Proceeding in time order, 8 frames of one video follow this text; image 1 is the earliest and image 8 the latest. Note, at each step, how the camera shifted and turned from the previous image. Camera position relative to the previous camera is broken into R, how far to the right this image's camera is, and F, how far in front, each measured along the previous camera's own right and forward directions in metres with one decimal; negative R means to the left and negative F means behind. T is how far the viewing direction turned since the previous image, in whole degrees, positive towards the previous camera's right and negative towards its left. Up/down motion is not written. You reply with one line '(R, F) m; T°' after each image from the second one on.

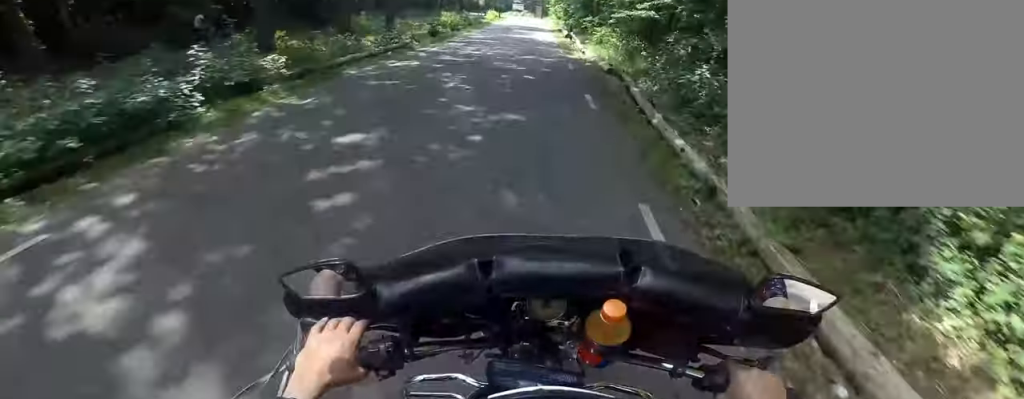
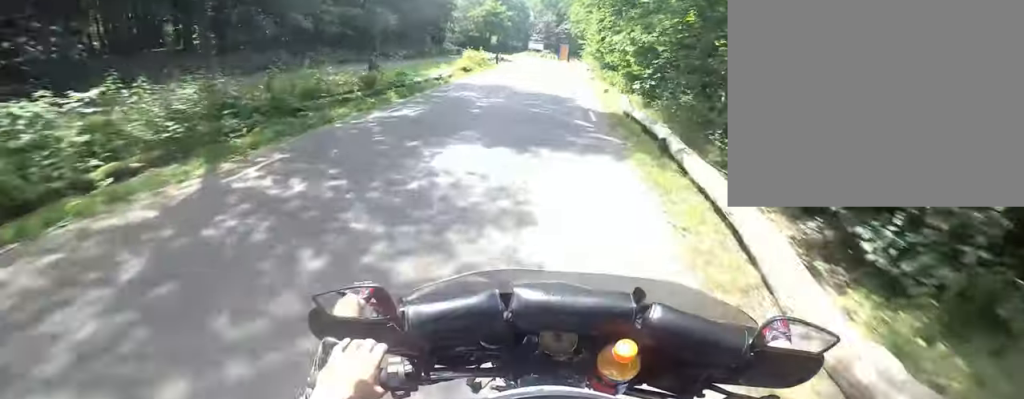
(+1.6, +20.5) m; +7°
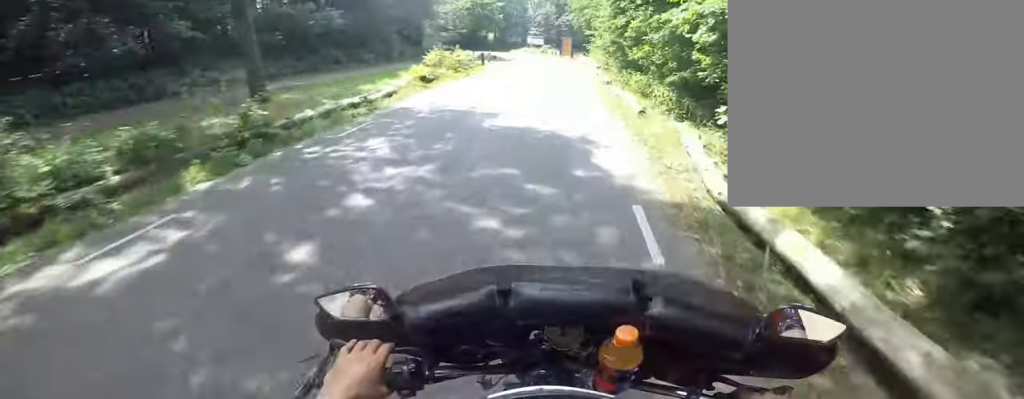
(-0.1, +5.5) m; -1°
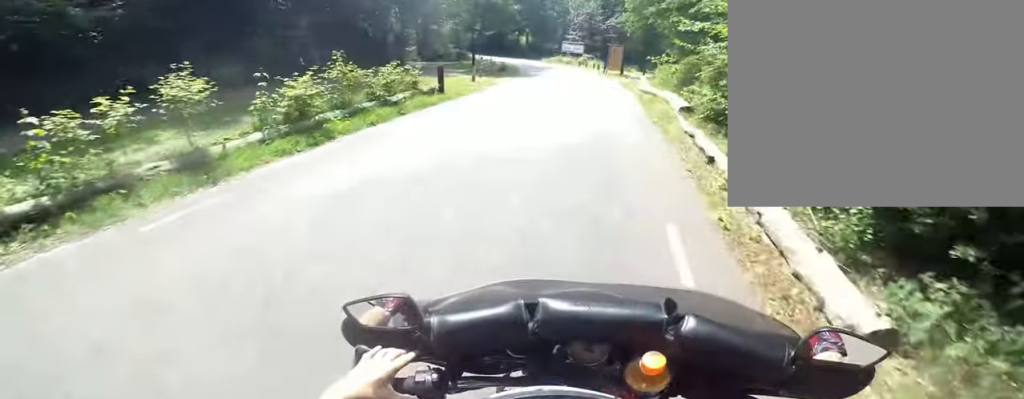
(-0.4, +11.7) m; 0°
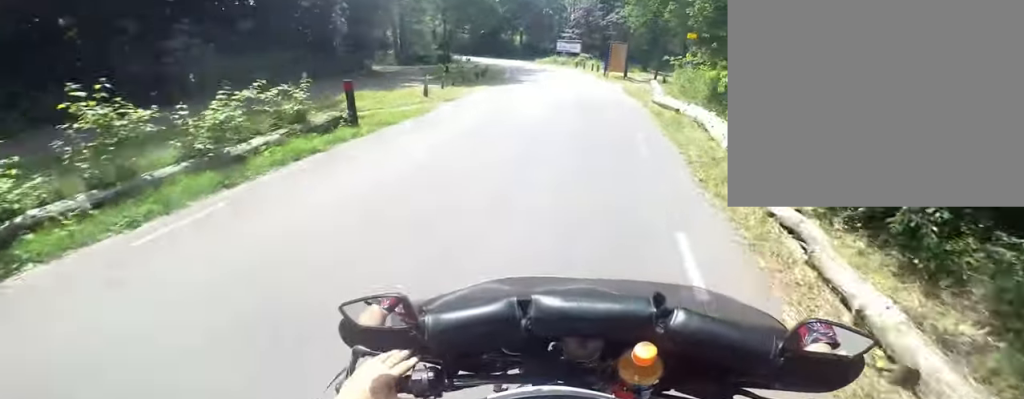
(0.0, +4.3) m; 0°
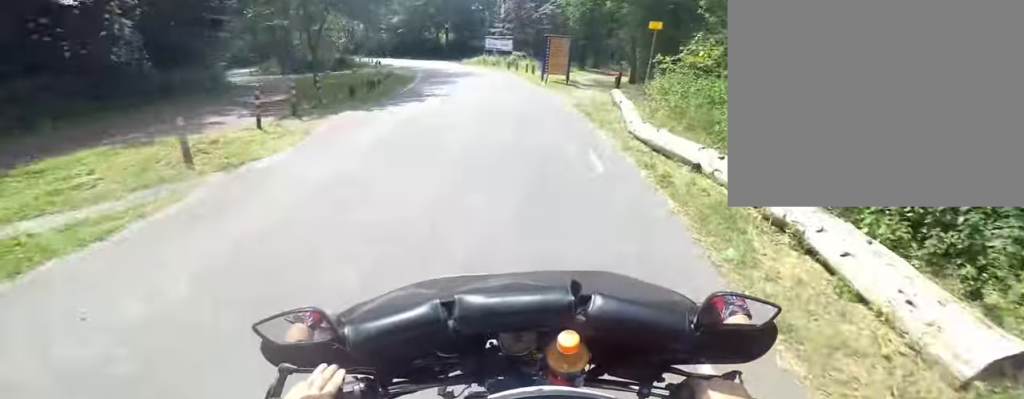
(+0.4, +5.8) m; -5°
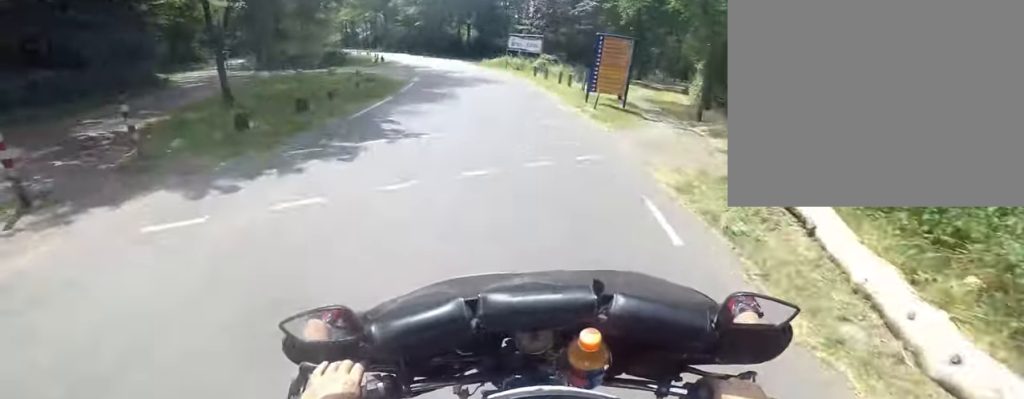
(-0.4, +5.8) m; -5°
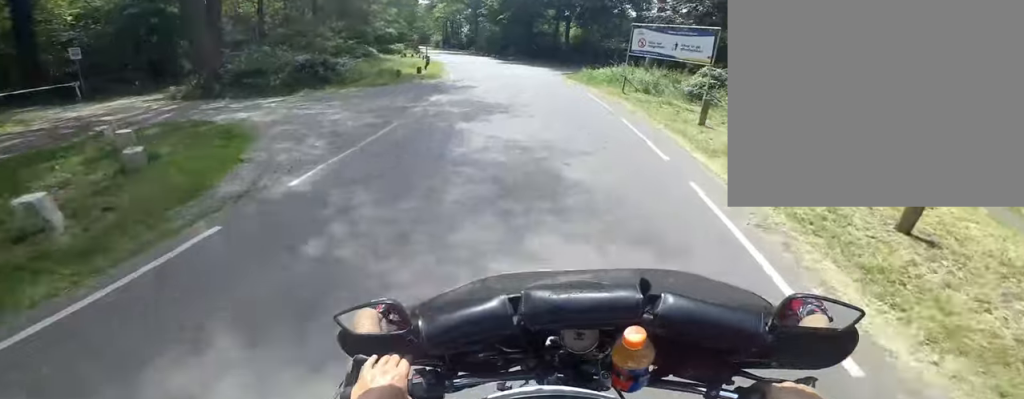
(-0.8, +12.4) m; -6°
